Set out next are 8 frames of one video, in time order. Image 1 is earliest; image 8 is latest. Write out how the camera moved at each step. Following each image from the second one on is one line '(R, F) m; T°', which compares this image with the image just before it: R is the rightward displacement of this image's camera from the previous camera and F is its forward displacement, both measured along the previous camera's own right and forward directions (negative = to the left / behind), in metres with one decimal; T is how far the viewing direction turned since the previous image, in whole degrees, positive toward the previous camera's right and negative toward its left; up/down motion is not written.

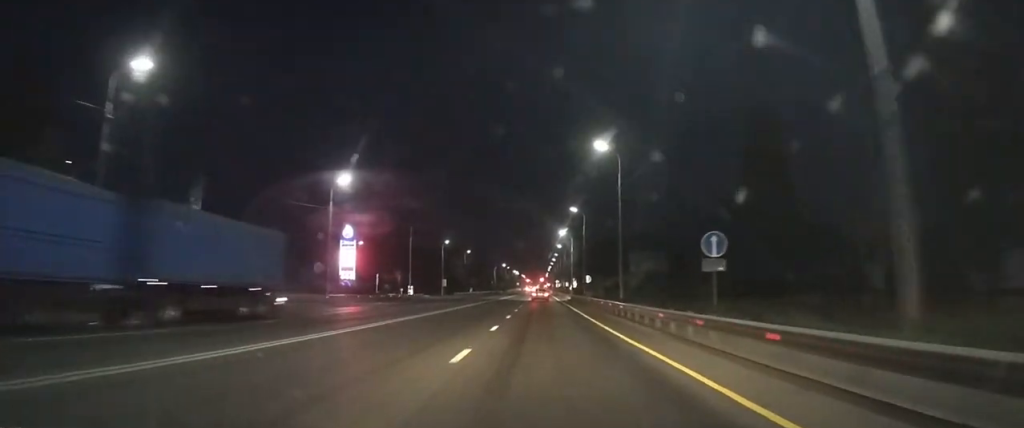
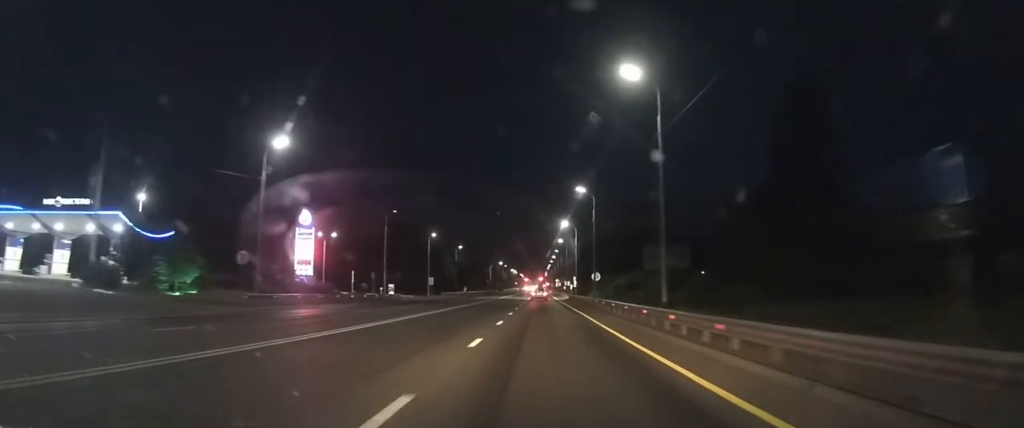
(0.0, +13.1) m; 0°
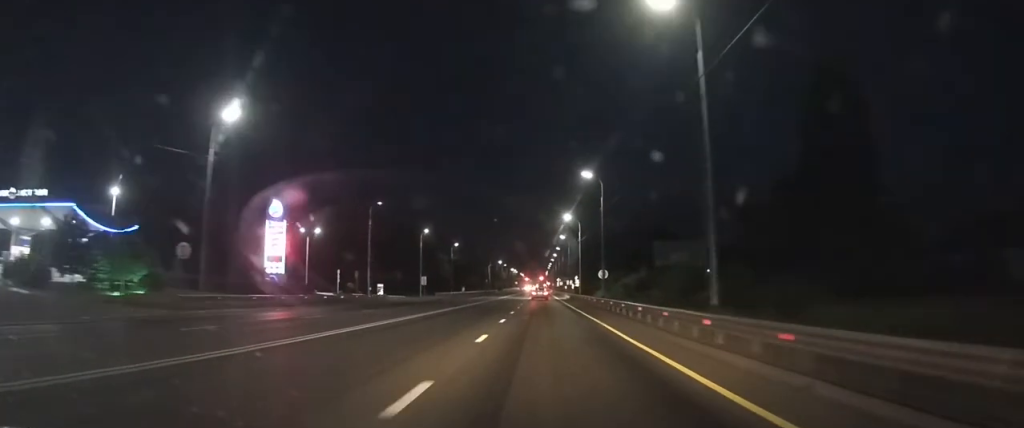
(0.0, +7.0) m; 0°
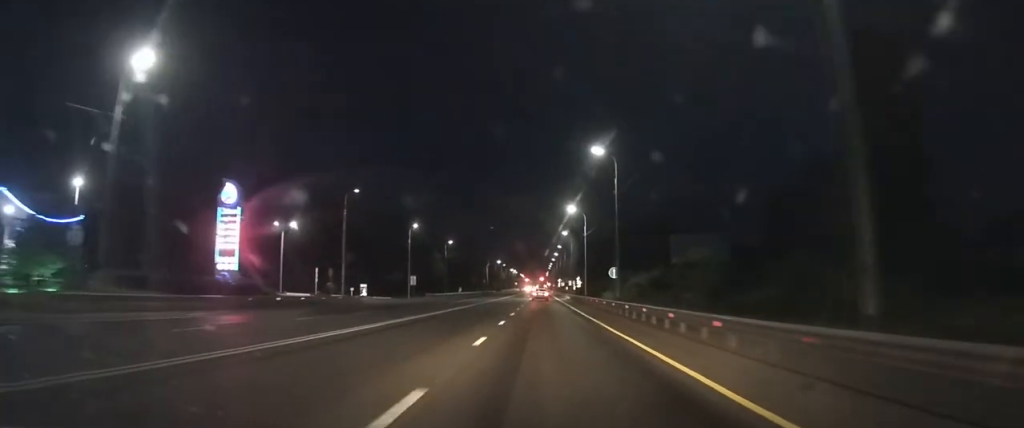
(0.0, +8.6) m; 0°
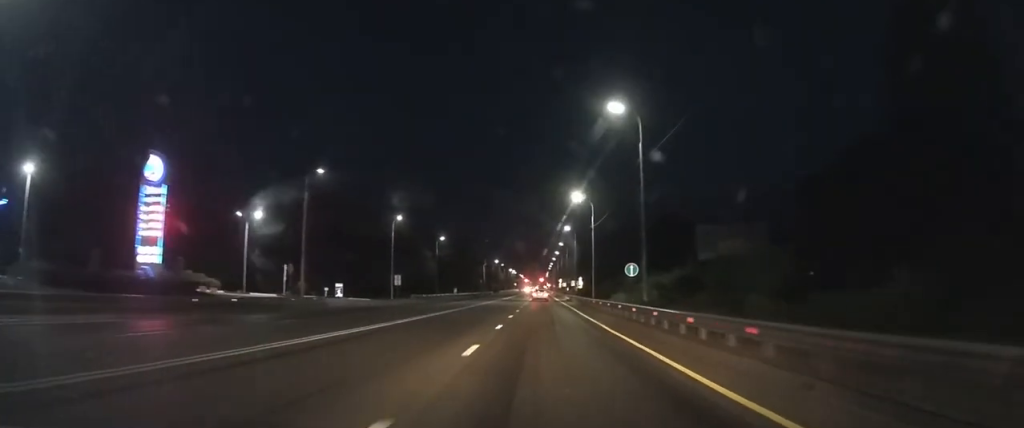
(-0.1, +9.8) m; 0°
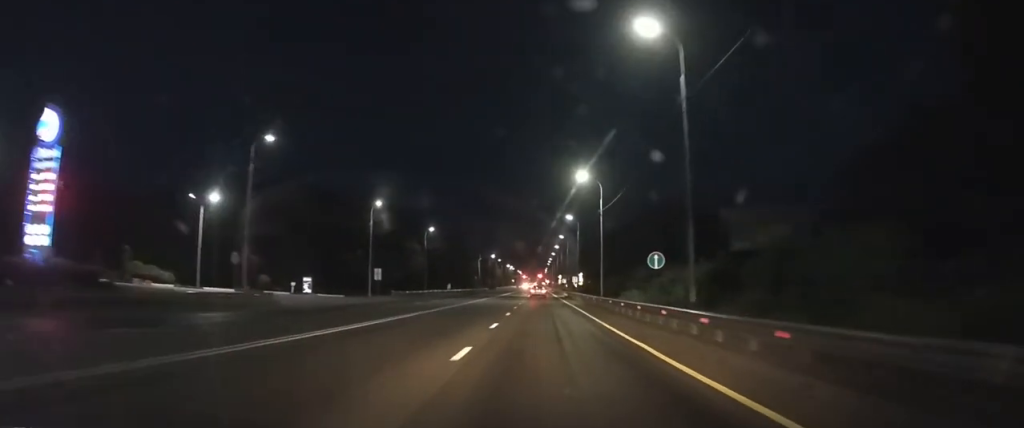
(0.0, +9.3) m; 0°
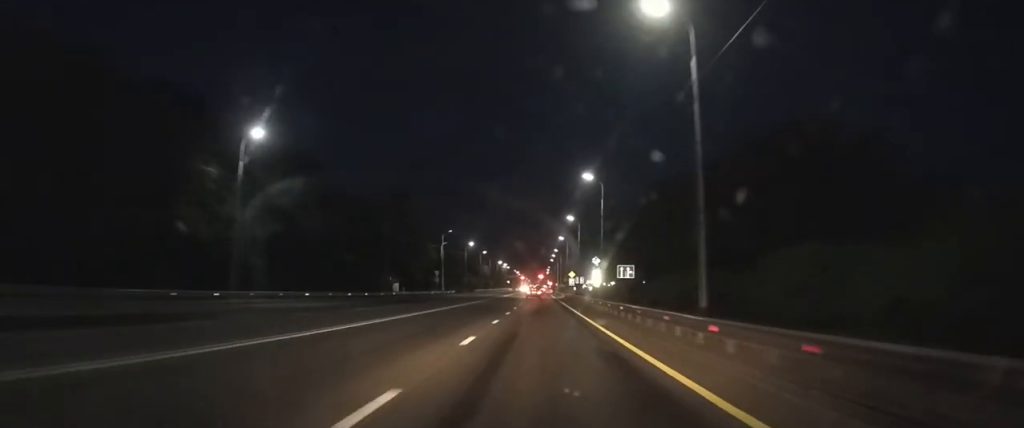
(+0.4, +61.3) m; 0°
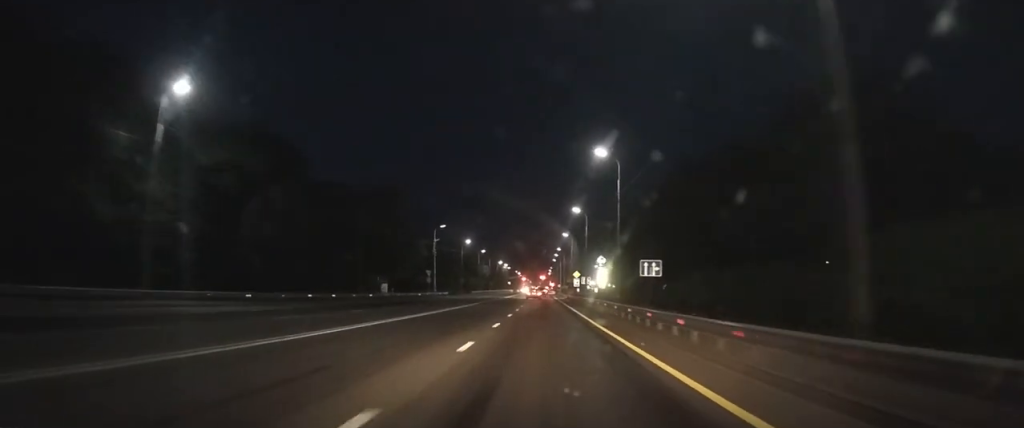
(0.0, +9.2) m; 0°
